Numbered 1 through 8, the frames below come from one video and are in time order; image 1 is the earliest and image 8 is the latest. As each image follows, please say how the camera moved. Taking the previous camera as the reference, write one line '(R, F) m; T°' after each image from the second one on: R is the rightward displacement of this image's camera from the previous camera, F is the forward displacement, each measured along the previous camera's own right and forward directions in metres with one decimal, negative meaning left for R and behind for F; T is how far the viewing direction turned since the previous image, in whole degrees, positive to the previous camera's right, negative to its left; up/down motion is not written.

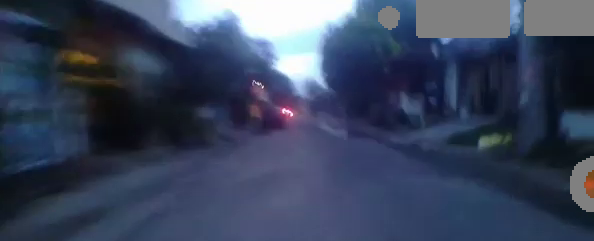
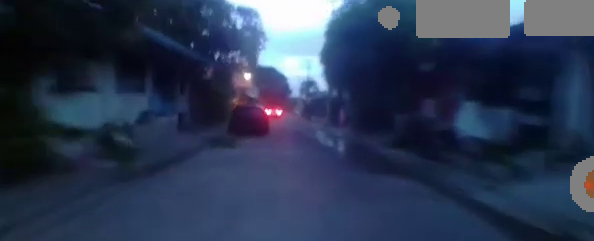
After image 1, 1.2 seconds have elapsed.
(0.0, +6.5) m; 0°
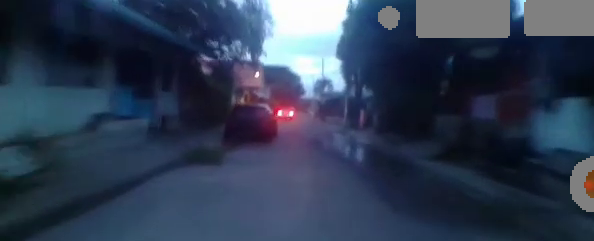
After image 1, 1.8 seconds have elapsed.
(-0.1, +2.9) m; 0°
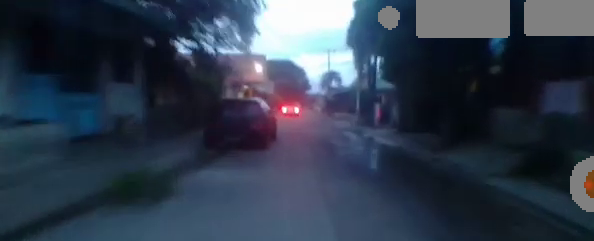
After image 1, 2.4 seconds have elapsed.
(+0.2, +2.8) m; 0°
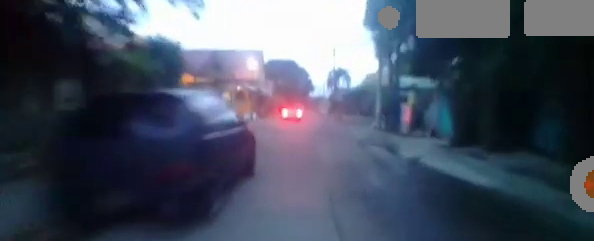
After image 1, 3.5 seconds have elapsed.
(-0.2, +4.8) m; -2°
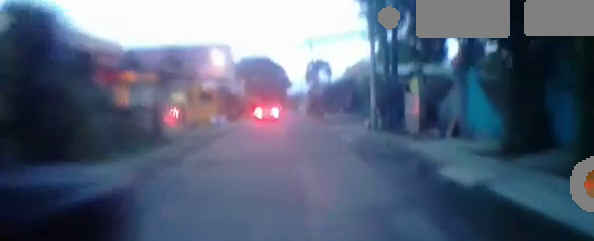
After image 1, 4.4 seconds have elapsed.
(+0.1, +3.1) m; -2°
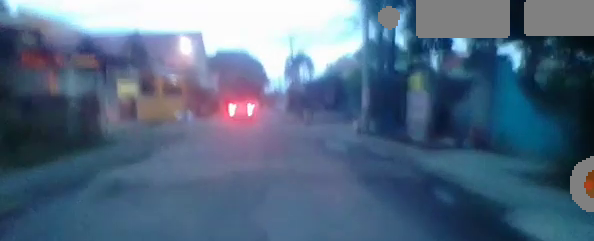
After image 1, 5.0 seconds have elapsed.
(0.0, +1.8) m; -1°
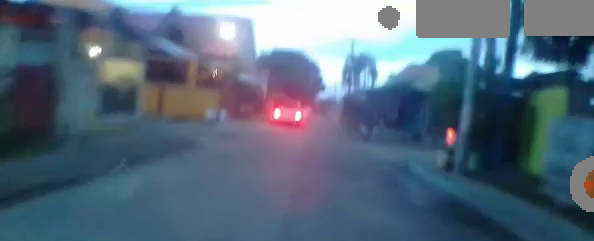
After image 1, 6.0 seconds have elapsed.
(-0.1, +2.7) m; +5°
